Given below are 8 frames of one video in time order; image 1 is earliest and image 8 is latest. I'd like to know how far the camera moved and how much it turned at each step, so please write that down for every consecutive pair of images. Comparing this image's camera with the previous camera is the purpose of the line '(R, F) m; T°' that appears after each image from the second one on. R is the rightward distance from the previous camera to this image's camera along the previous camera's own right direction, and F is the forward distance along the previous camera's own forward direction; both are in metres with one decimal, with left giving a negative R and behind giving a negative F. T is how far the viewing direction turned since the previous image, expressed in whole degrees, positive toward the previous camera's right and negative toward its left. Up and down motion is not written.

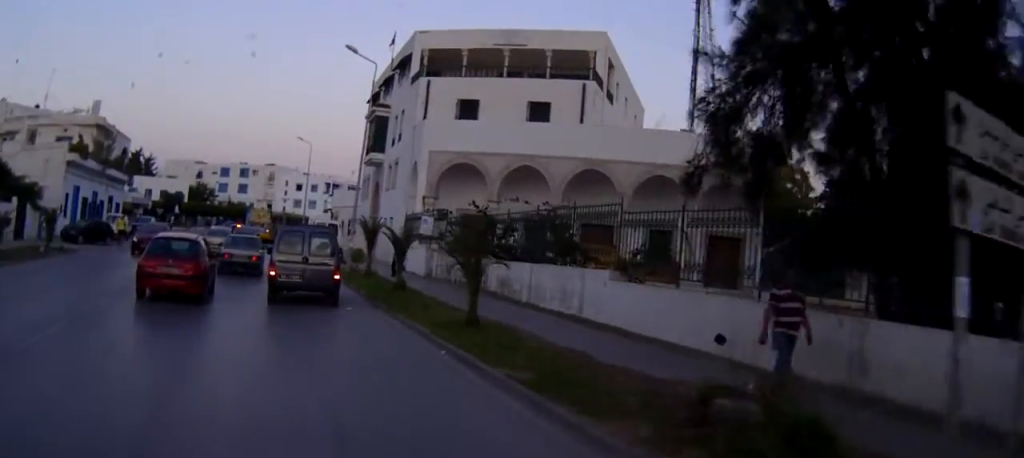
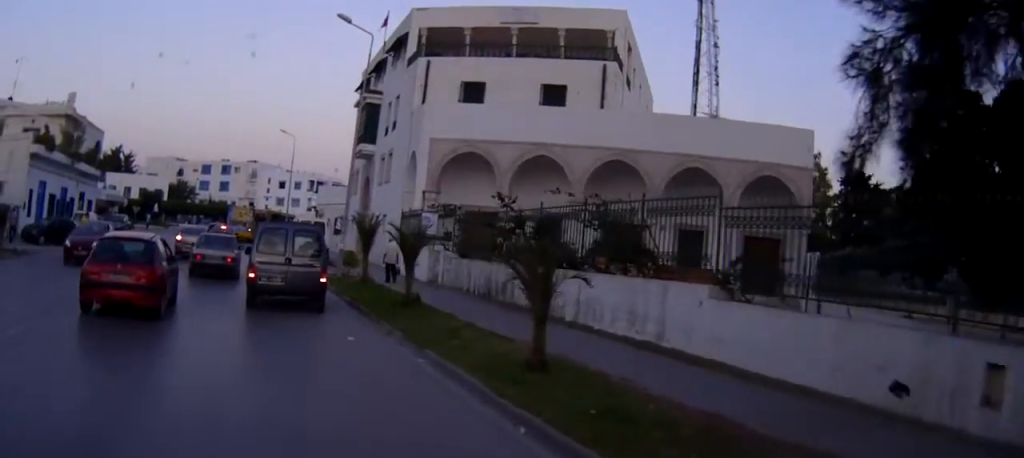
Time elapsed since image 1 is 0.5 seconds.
(0.0, +4.8) m; 0°
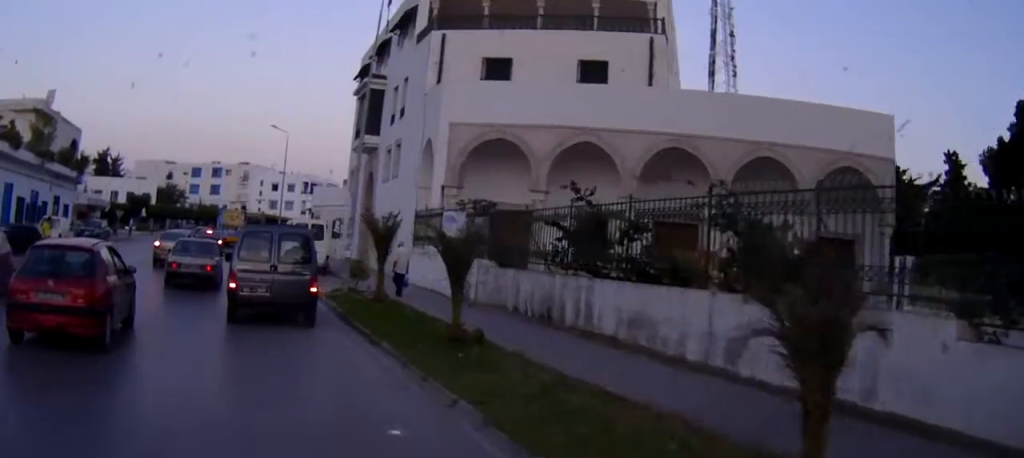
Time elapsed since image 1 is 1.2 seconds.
(0.0, +5.5) m; 0°
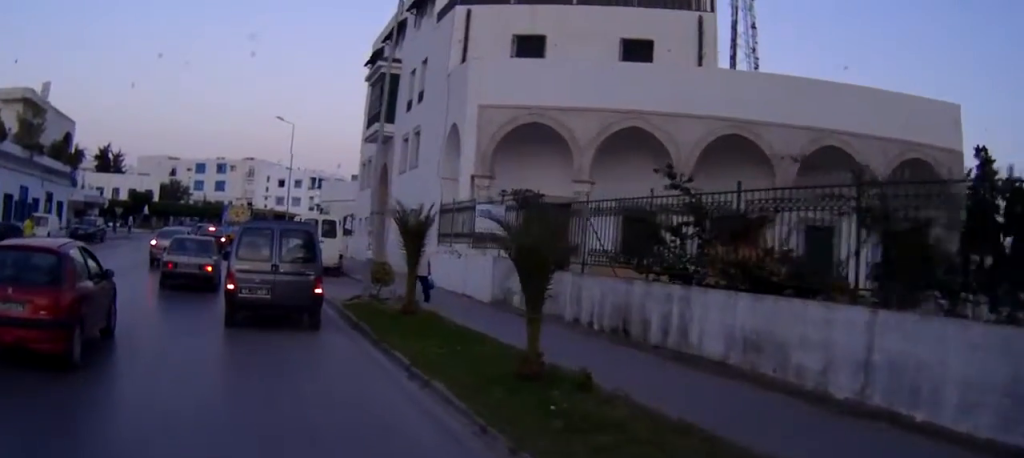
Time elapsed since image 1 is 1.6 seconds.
(0.0, +3.6) m; 0°
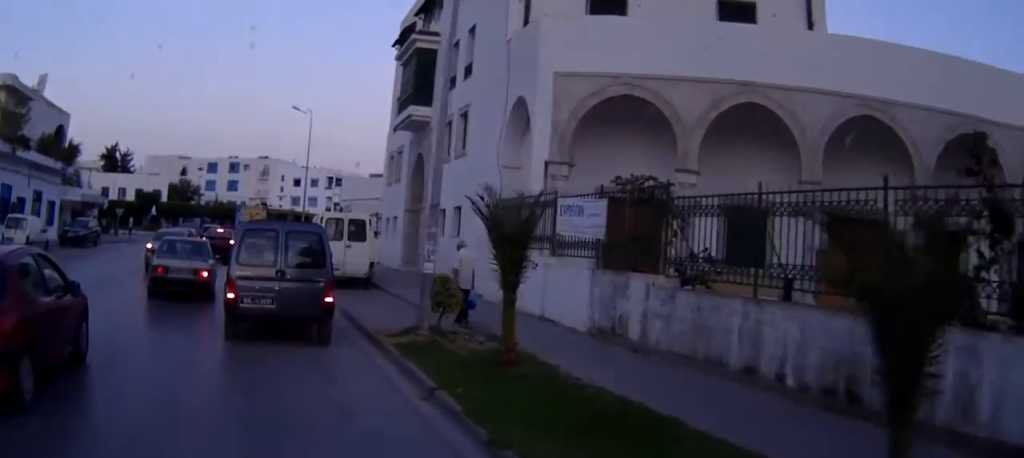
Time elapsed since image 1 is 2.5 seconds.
(-0.1, +5.6) m; -2°
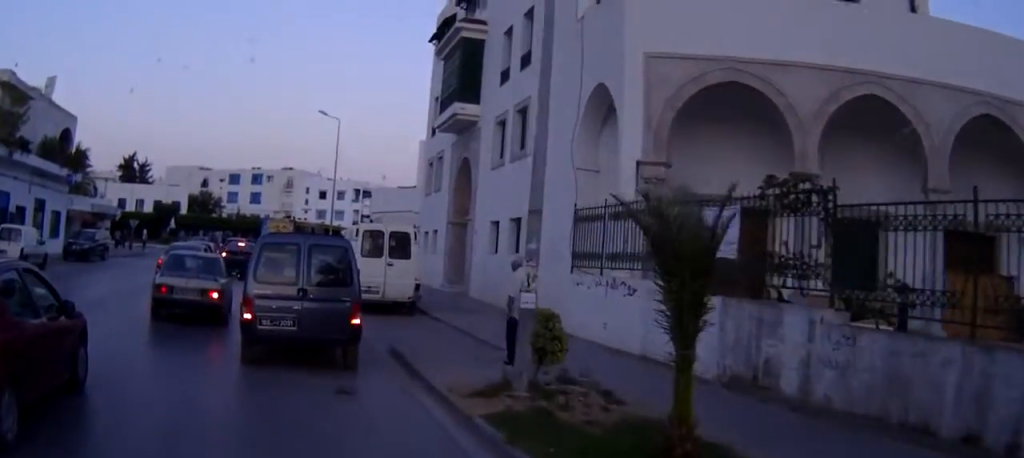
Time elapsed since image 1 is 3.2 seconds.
(-0.1, +3.6) m; -1°
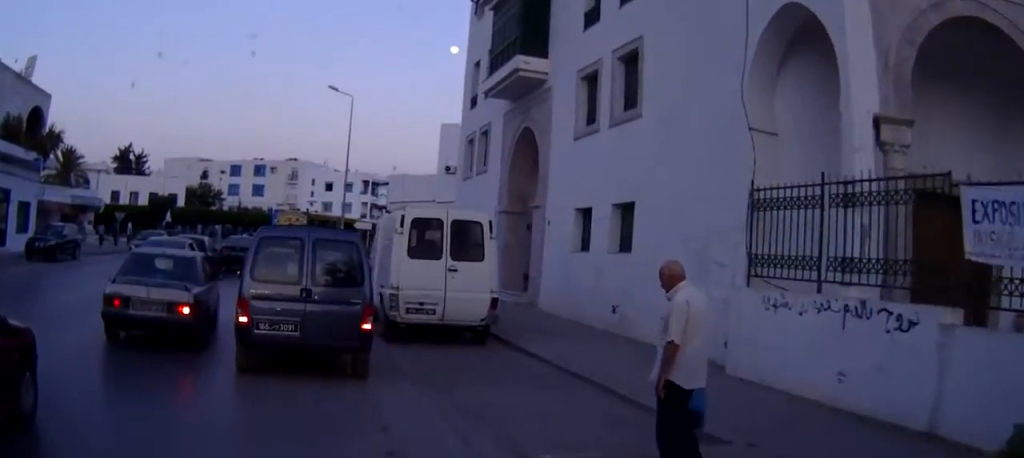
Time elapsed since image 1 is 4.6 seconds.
(-0.1, +6.9) m; -2°
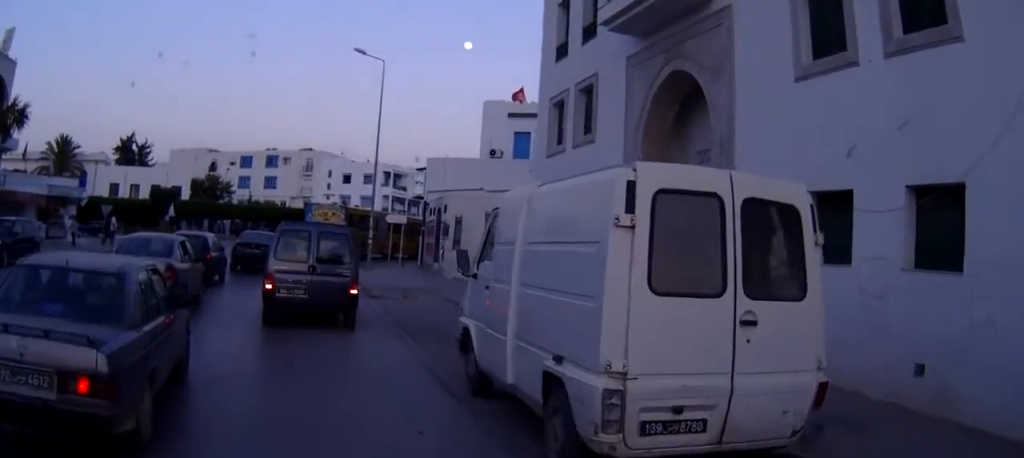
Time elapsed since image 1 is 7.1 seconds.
(-0.1, +8.0) m; -1°
